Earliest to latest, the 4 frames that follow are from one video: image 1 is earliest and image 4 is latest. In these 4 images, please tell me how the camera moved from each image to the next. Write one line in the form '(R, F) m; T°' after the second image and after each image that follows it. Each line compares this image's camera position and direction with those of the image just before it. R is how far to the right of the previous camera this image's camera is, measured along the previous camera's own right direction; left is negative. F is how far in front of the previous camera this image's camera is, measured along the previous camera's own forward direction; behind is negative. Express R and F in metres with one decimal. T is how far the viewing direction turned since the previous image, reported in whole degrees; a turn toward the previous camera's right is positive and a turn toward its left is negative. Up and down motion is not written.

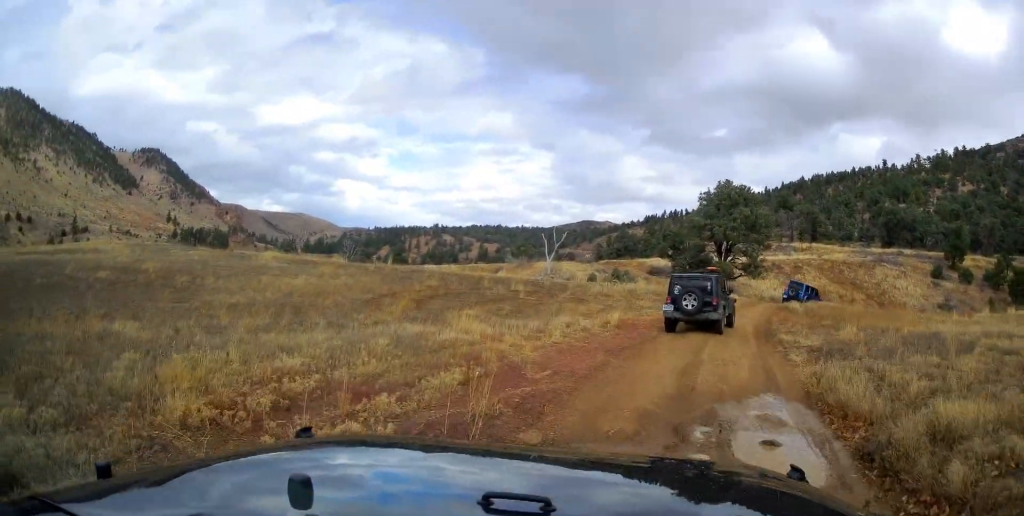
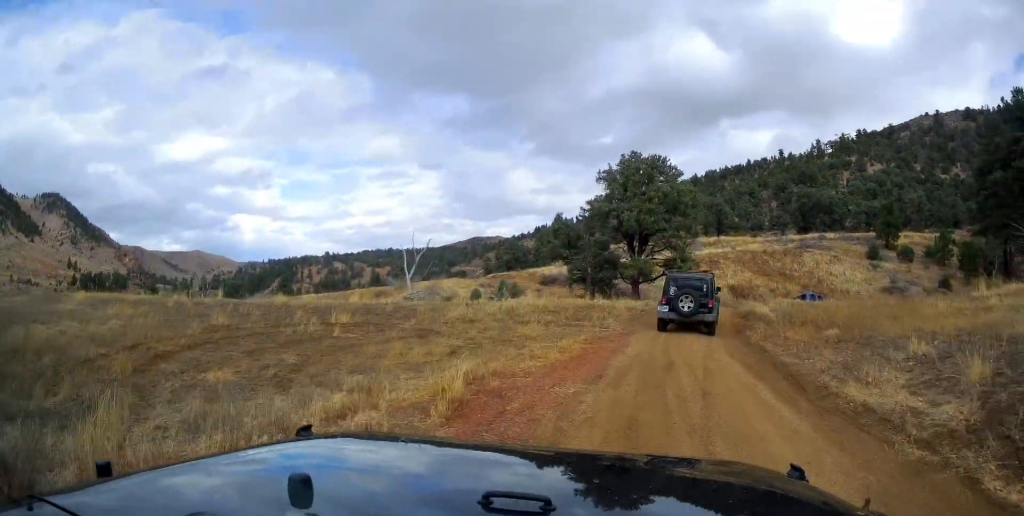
(+0.7, +11.4) m; +7°
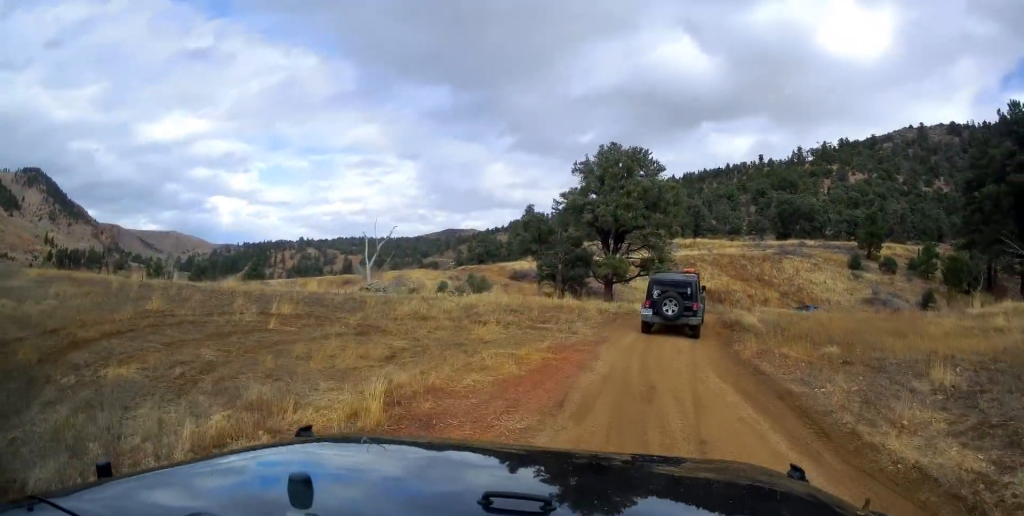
(+0.1, +2.4) m; +4°
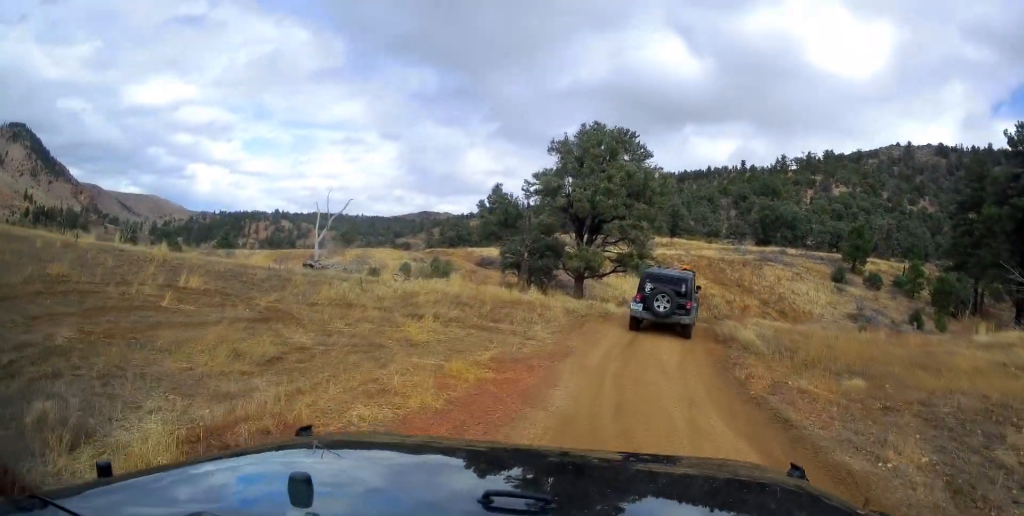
(+0.6, +3.9) m; +6°
